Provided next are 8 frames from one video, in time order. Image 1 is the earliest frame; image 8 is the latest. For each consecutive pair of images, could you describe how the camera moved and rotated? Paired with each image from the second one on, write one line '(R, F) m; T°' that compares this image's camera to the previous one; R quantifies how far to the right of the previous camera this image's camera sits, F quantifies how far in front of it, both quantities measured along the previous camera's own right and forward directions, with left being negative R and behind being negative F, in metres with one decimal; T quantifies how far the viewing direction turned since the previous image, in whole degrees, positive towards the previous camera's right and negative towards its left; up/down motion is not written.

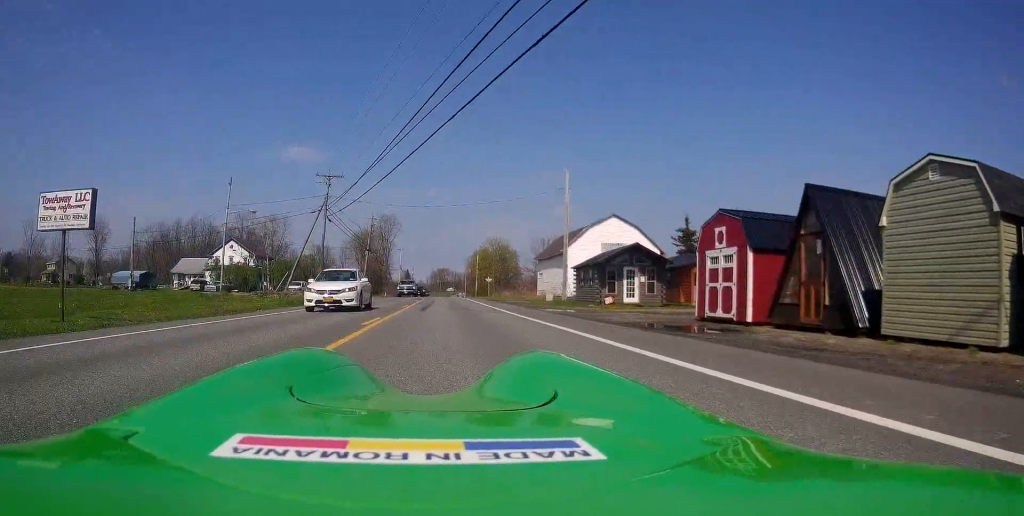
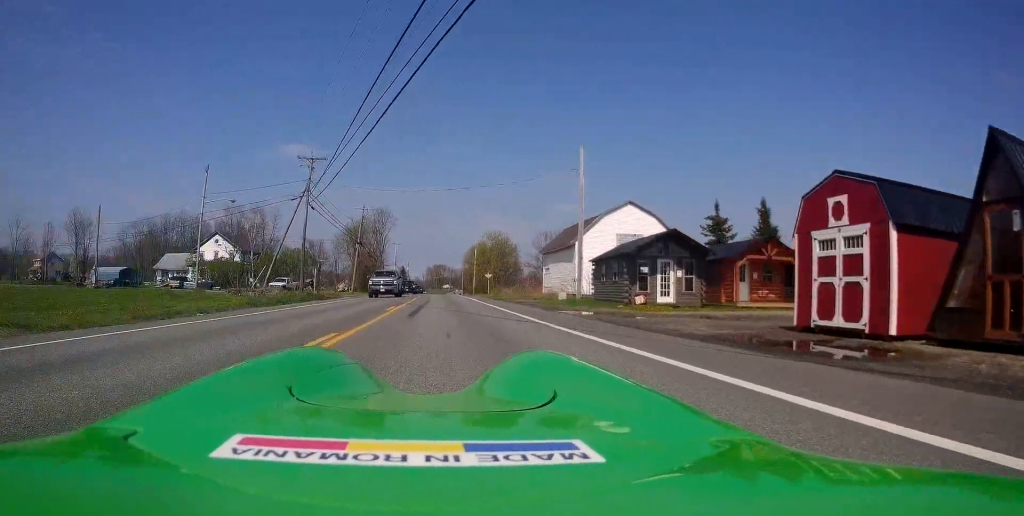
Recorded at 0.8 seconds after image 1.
(-0.3, +6.0) m; +4°
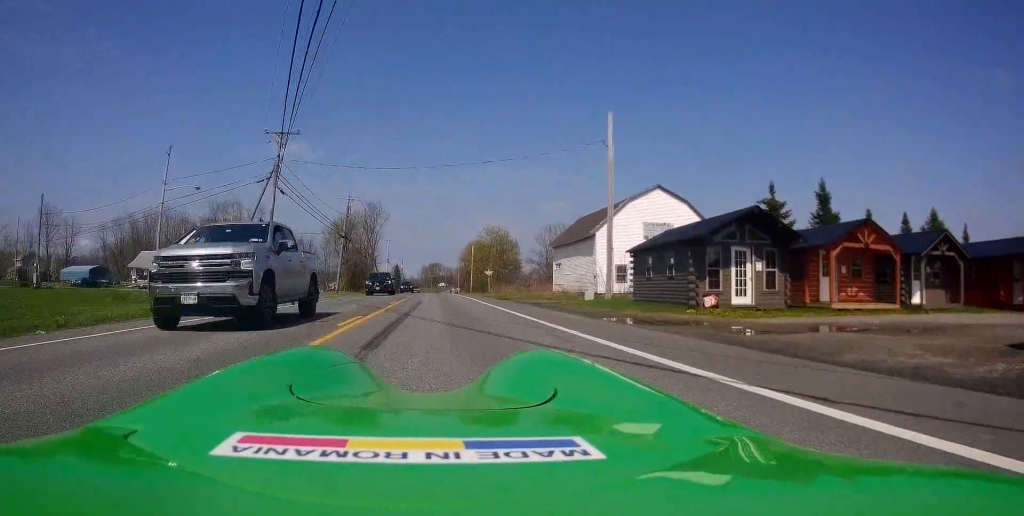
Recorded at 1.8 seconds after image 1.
(+0.8, +7.9) m; +1°
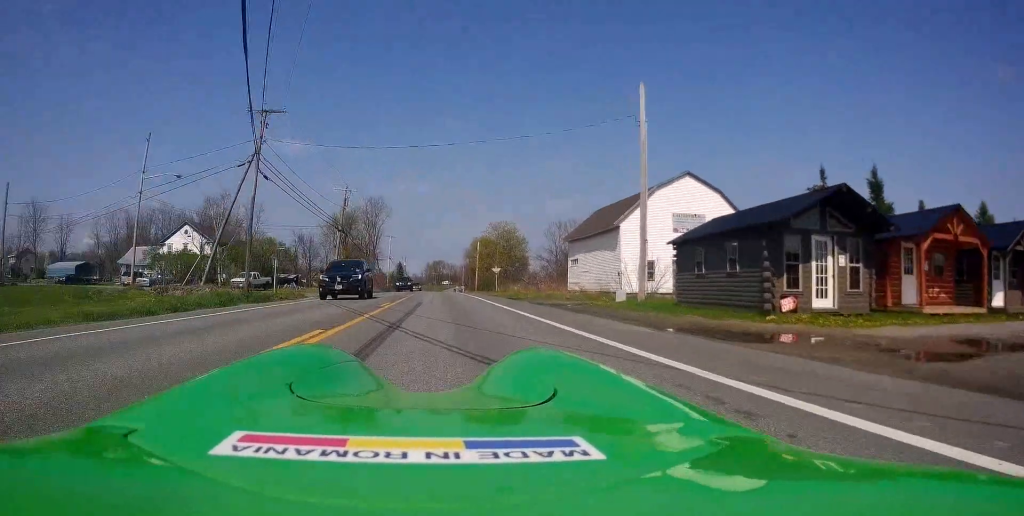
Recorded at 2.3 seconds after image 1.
(-0.3, +4.6) m; -2°
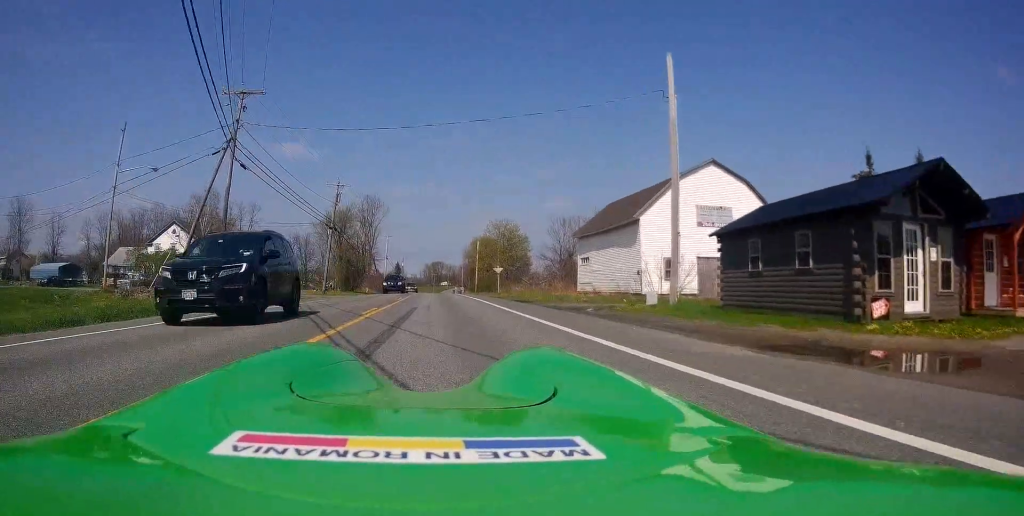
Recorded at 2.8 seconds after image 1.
(-0.3, +3.9) m; -2°
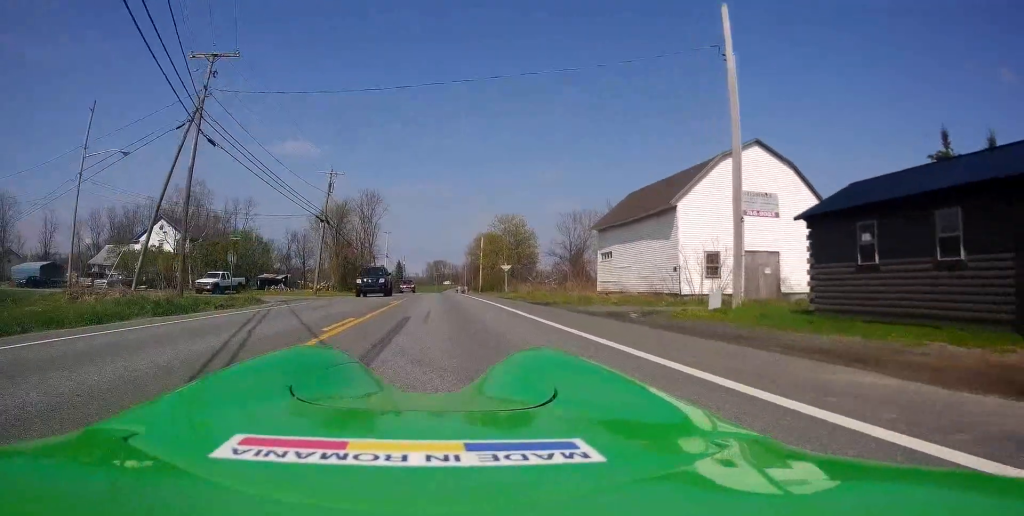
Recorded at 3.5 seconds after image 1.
(+0.1, +4.9) m; +2°
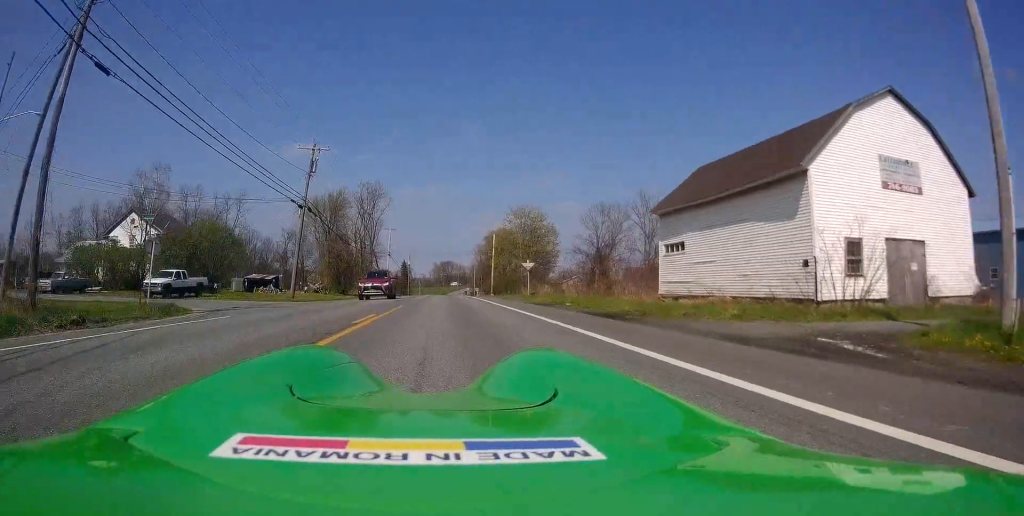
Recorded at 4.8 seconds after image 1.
(+0.5, +10.3) m; 0°
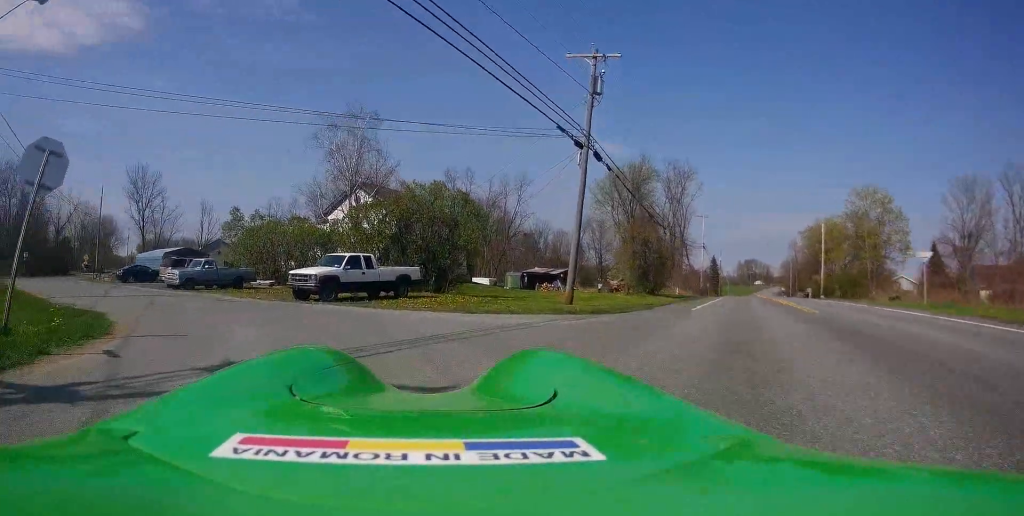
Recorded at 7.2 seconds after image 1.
(-3.9, +17.1) m; -31°
